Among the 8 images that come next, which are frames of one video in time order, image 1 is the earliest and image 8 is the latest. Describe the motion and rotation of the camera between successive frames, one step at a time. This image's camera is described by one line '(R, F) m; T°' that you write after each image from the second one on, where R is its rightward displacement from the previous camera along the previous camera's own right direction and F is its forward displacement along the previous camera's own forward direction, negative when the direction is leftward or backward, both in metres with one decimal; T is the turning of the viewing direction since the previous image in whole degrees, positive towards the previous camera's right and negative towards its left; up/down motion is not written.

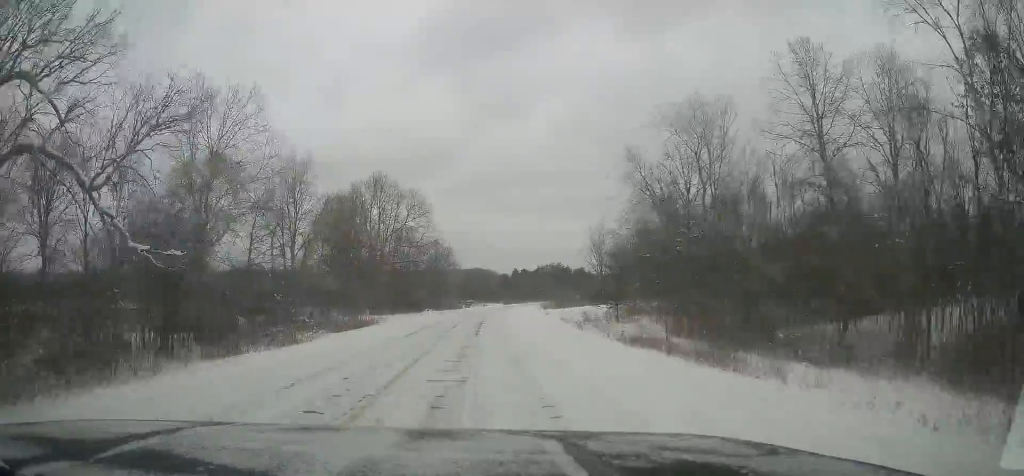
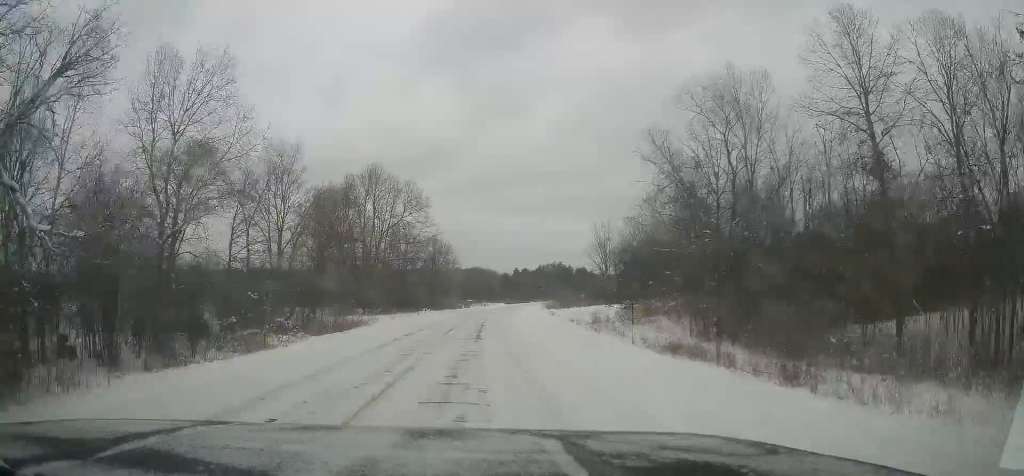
(+0.2, +5.0) m; +2°
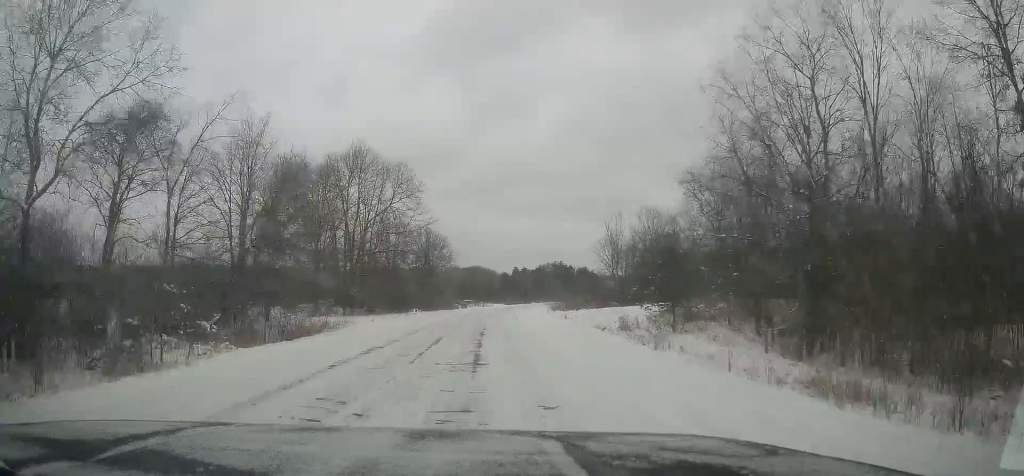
(+0.3, +10.8) m; +1°
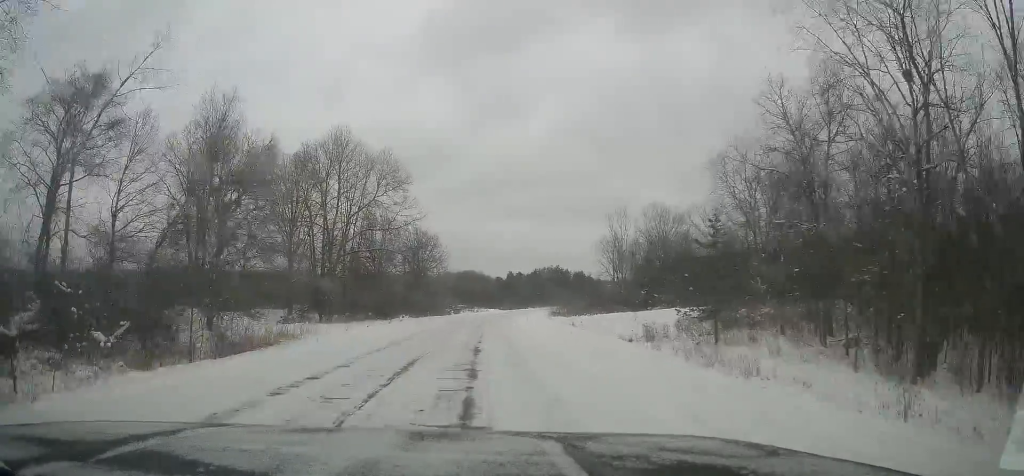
(+0.1, +7.9) m; 0°
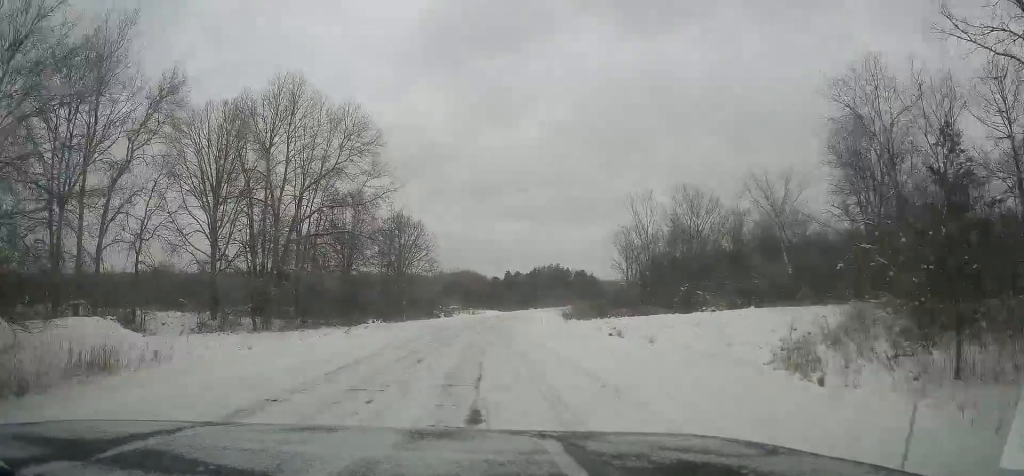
(-0.1, +17.4) m; 0°
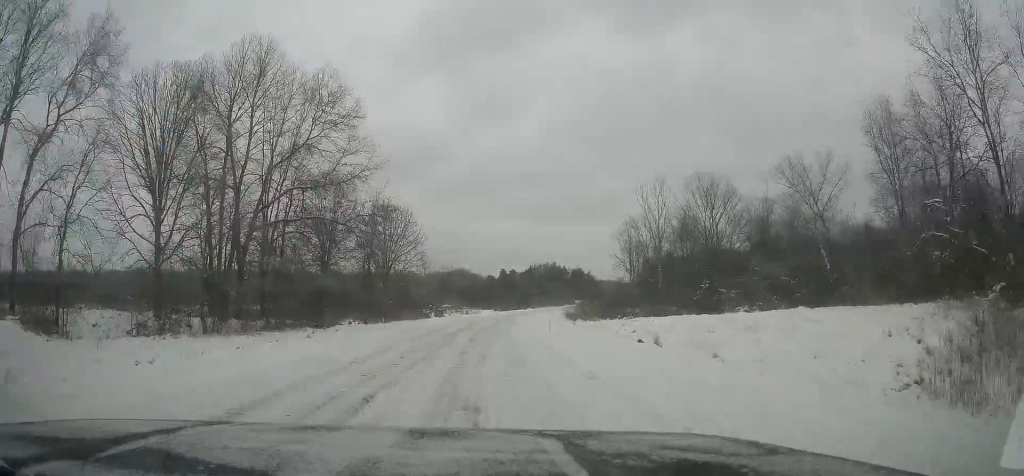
(+0.1, +7.6) m; 0°
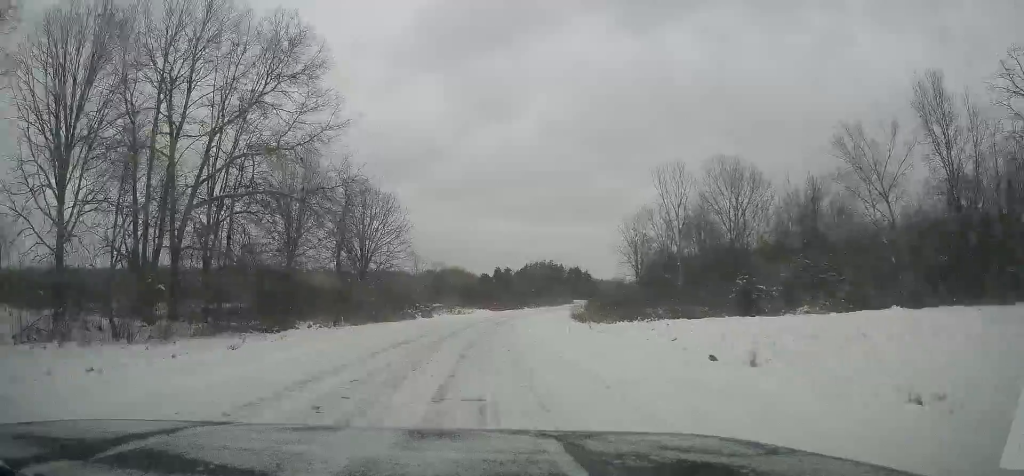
(-0.3, +9.6) m; +1°
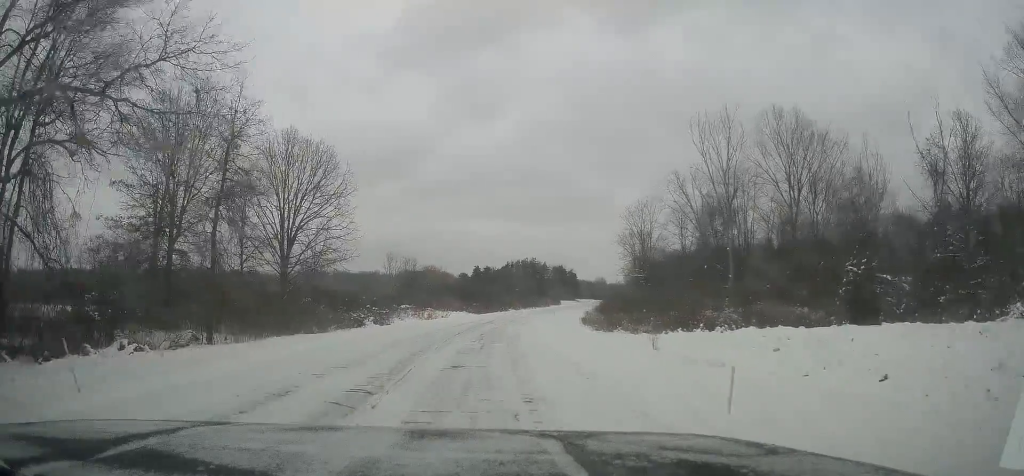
(+0.9, +18.1) m; +4°
